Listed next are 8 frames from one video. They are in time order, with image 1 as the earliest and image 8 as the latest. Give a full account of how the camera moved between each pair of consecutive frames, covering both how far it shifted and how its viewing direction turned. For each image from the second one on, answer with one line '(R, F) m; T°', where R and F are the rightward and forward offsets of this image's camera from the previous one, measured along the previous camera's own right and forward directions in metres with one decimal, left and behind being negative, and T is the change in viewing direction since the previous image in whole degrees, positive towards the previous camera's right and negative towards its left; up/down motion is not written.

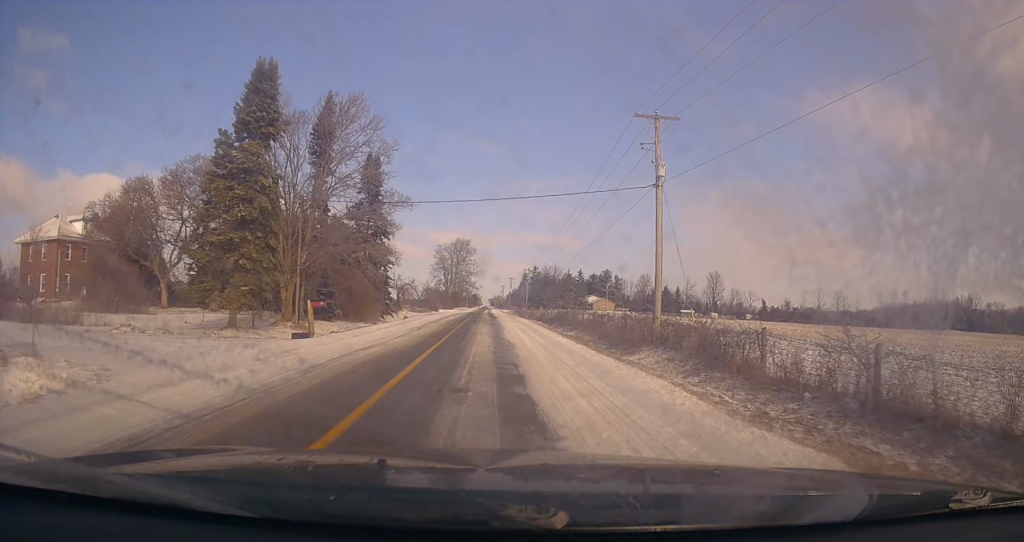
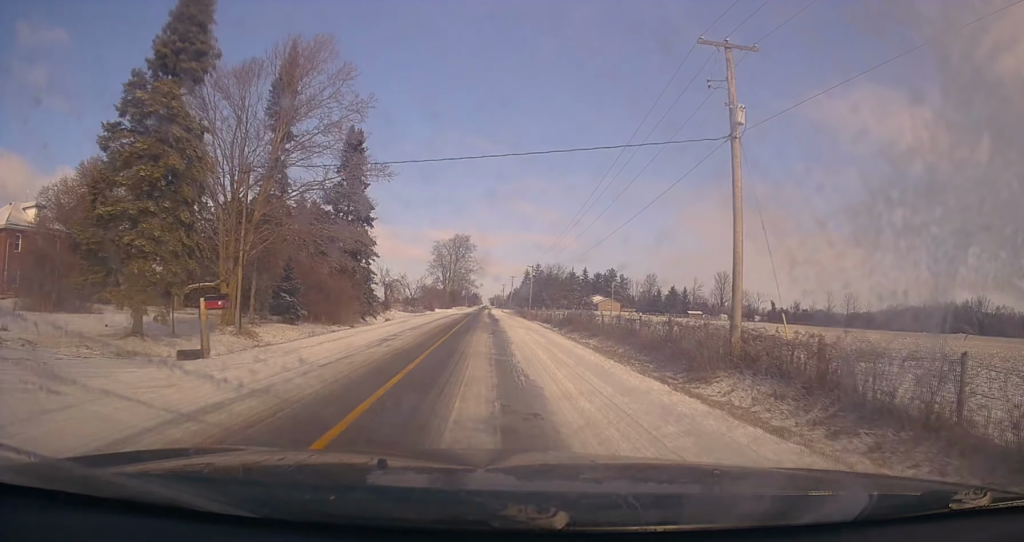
(+0.1, +8.8) m; -1°
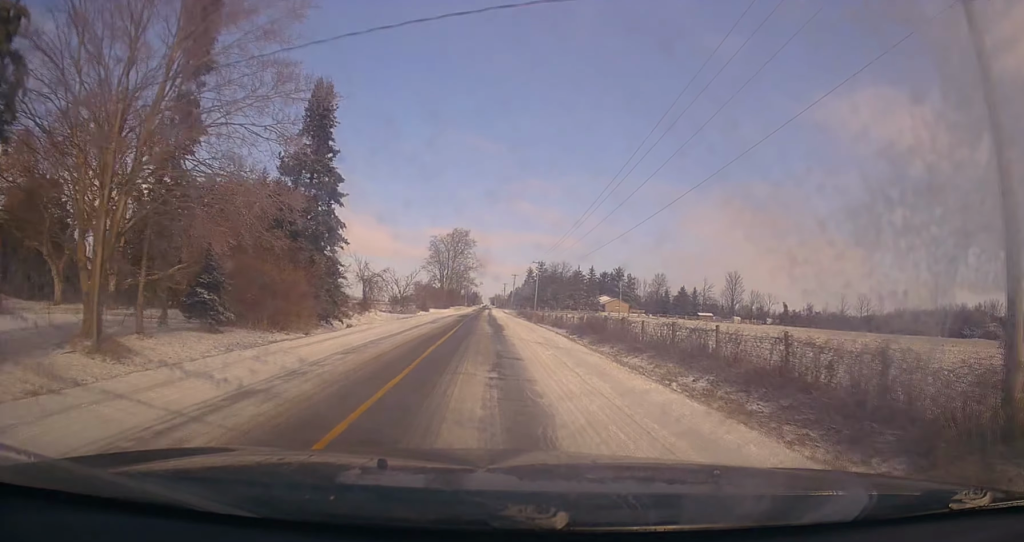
(-0.2, +11.0) m; 0°
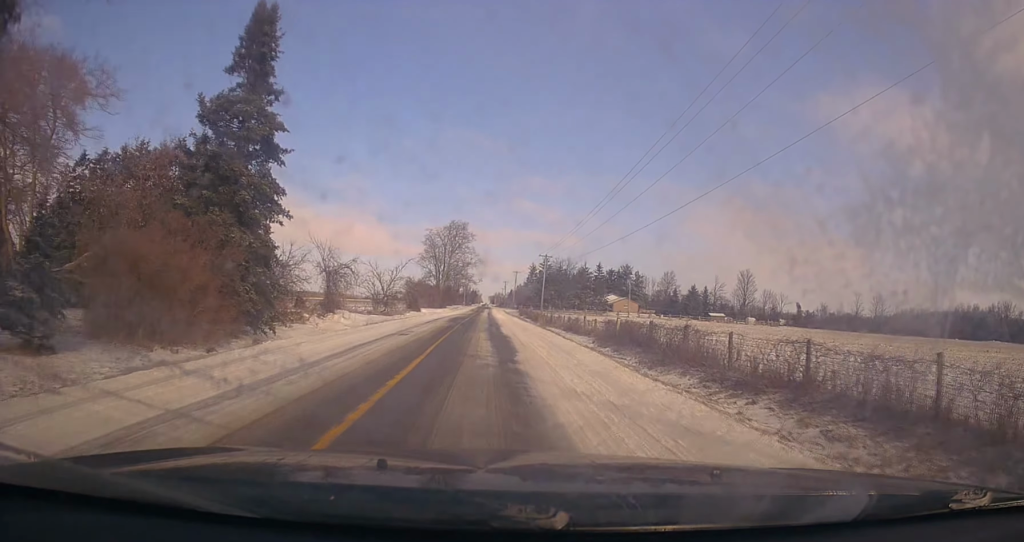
(+0.1, +11.4) m; +1°
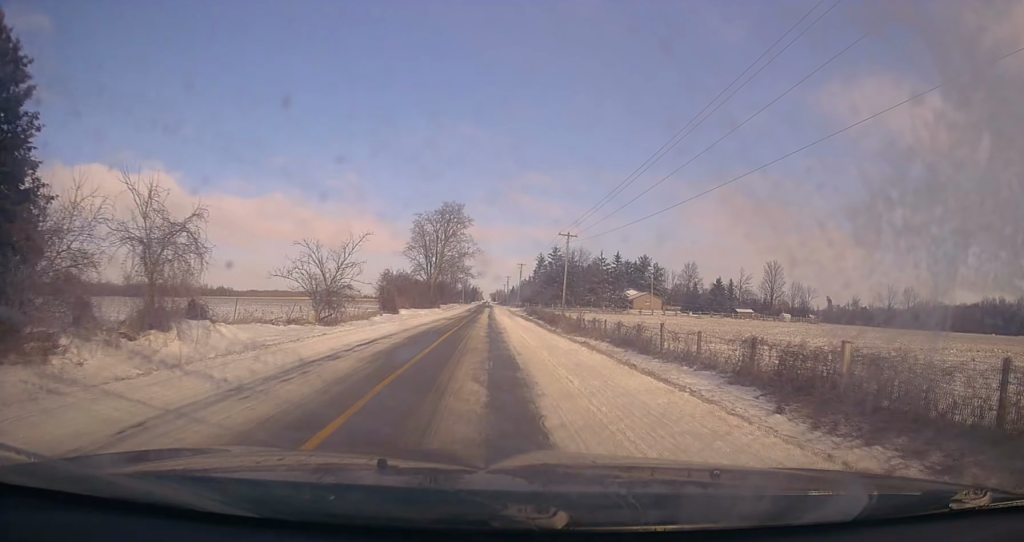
(+0.4, +21.4) m; +1°
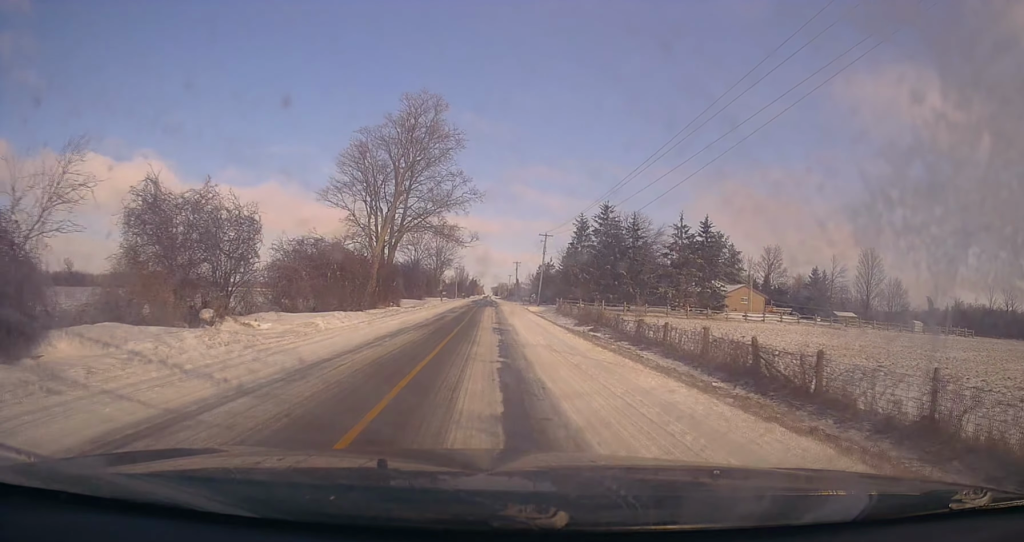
(-0.8, +55.5) m; -1°
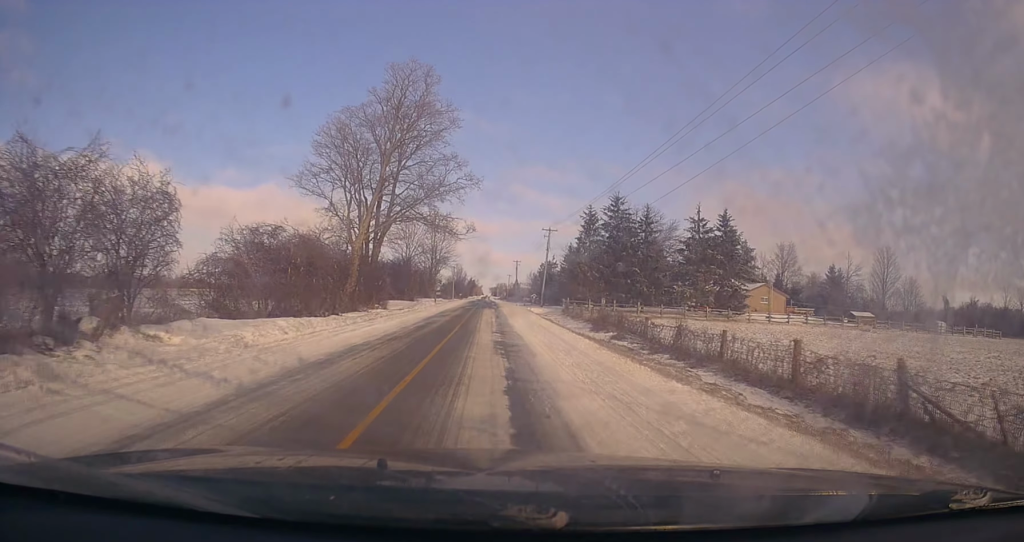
(+0.1, +7.6) m; 0°
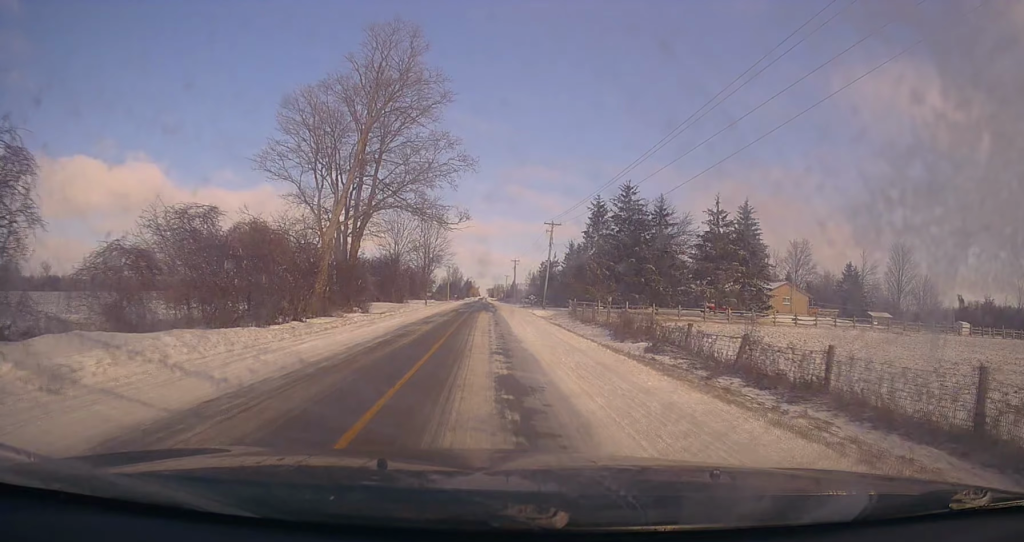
(+0.1, +7.2) m; 0°
